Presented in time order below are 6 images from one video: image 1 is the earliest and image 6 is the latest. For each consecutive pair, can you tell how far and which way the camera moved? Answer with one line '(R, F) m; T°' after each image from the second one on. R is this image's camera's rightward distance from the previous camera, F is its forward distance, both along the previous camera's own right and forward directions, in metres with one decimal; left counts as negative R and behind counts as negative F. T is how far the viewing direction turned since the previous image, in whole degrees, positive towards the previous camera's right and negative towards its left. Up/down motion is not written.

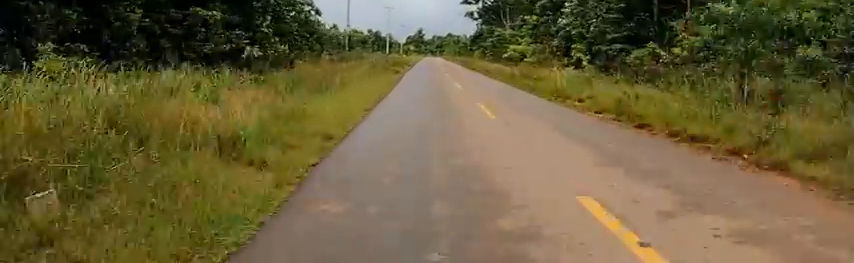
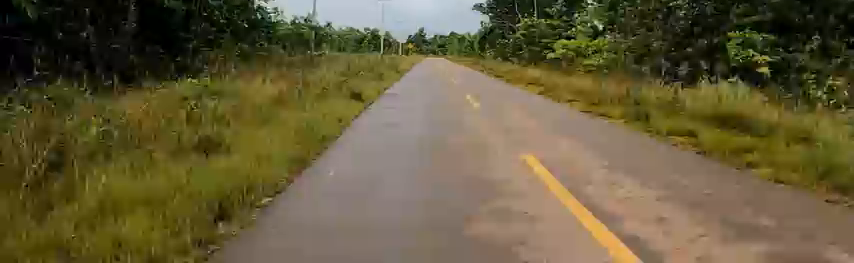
(-0.4, +13.8) m; 0°
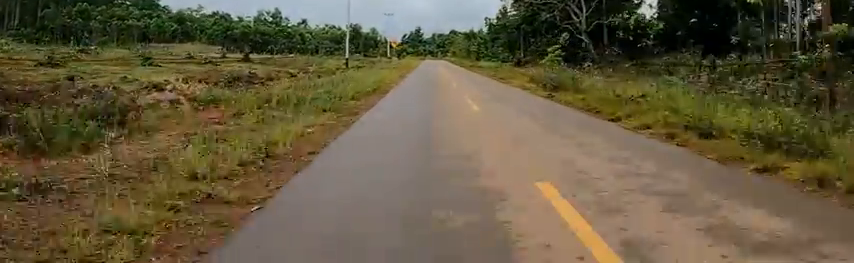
(+1.8, +32.4) m; +5°
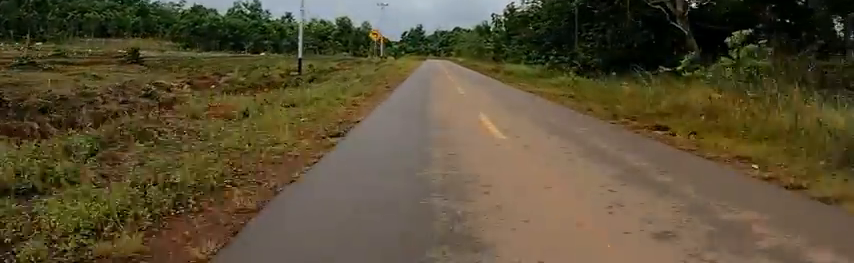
(0.0, +19.2) m; 0°
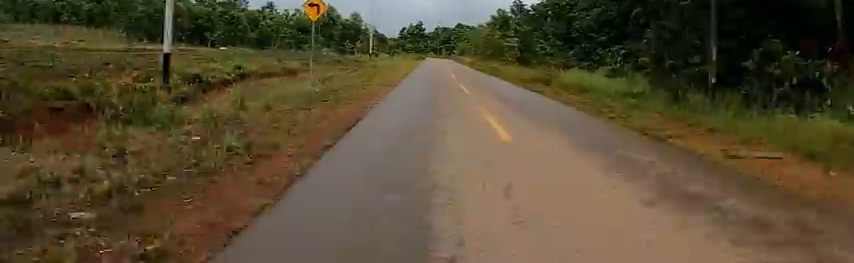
(0.0, +16.5) m; 0°
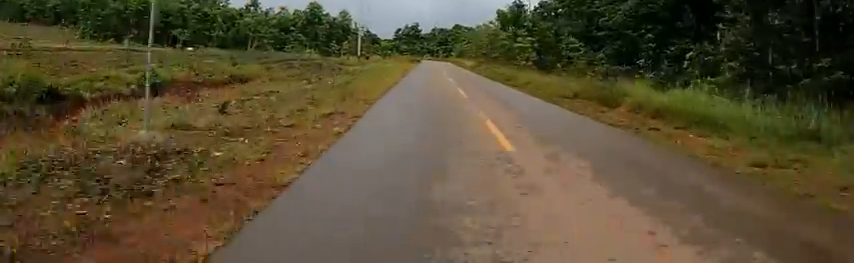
(0.0, +8.7) m; 0°
